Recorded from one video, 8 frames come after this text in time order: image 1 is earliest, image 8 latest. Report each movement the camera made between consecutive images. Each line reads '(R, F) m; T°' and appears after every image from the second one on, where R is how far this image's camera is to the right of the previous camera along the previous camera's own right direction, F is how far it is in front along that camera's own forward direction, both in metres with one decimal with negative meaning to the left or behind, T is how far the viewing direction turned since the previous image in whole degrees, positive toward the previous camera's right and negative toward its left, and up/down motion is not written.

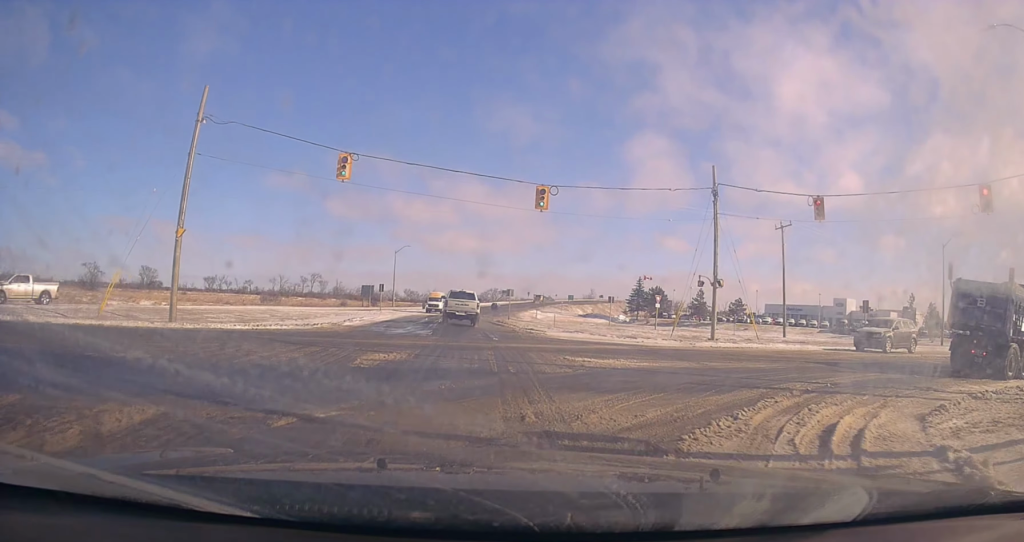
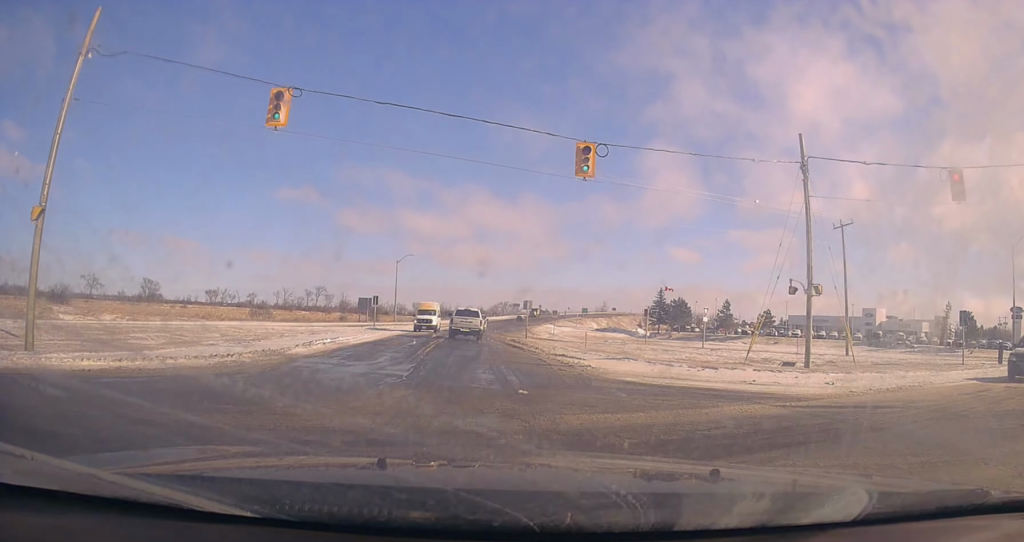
(-0.9, +8.7) m; -1°
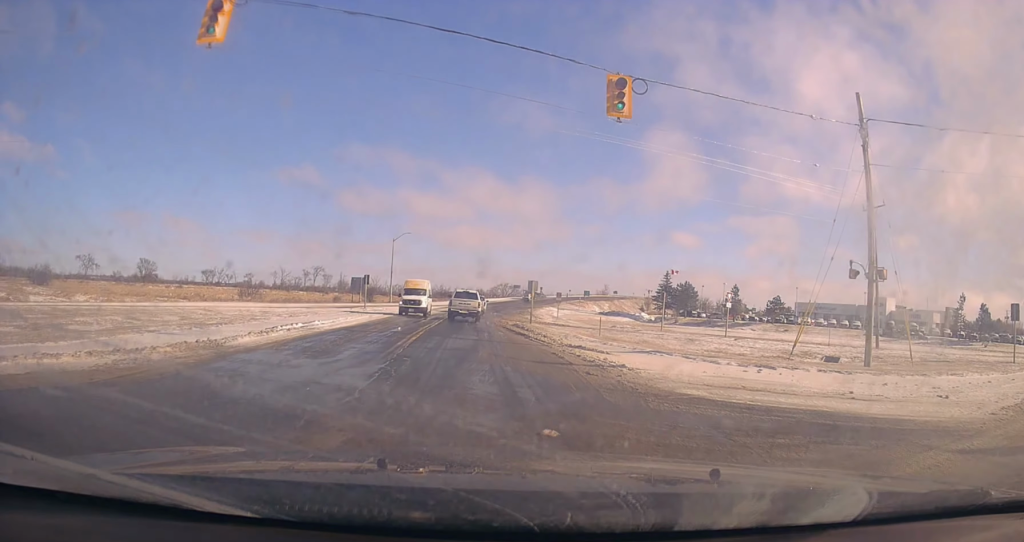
(+0.2, +4.1) m; +1°
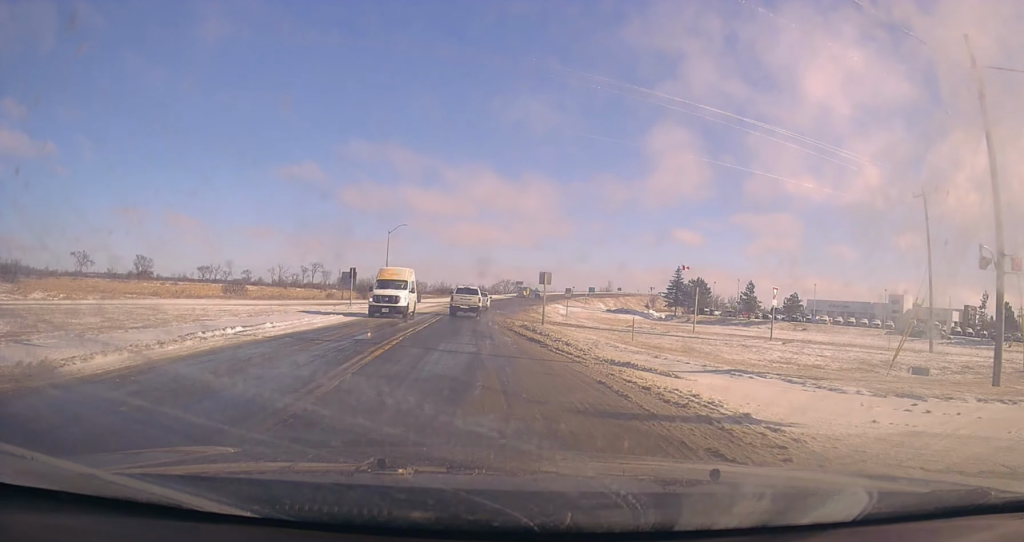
(+0.8, +5.8) m; +1°
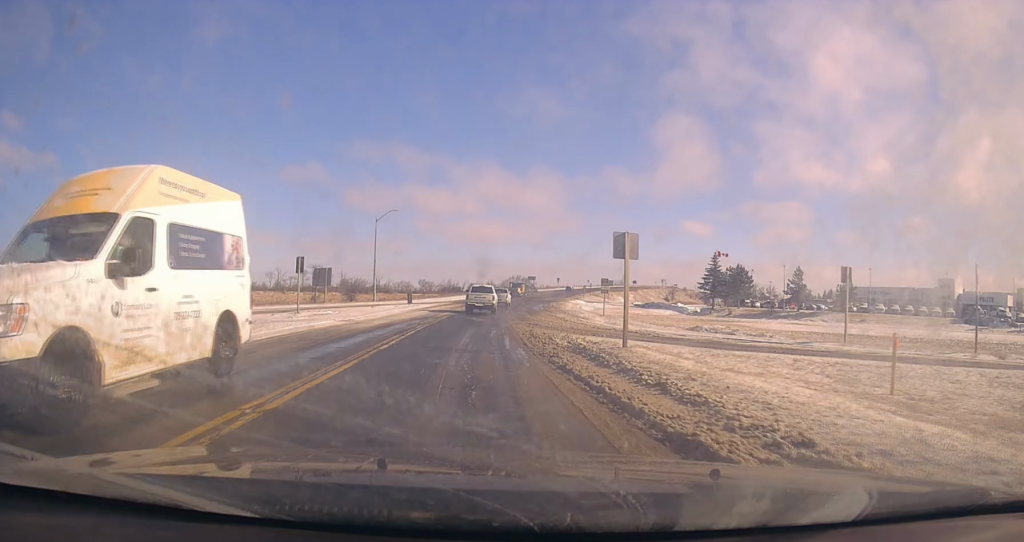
(-0.9, +15.0) m; -2°
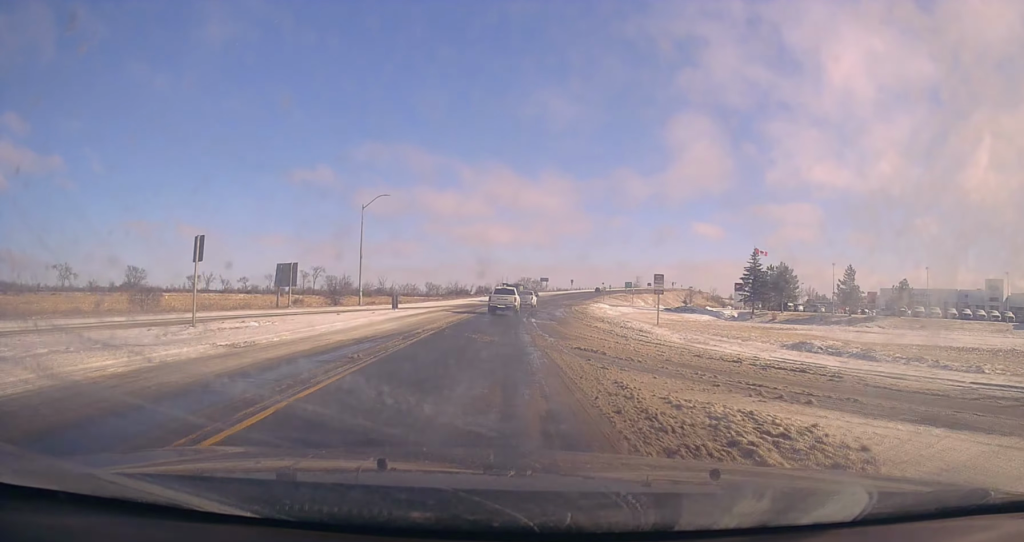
(+0.2, +12.6) m; 0°
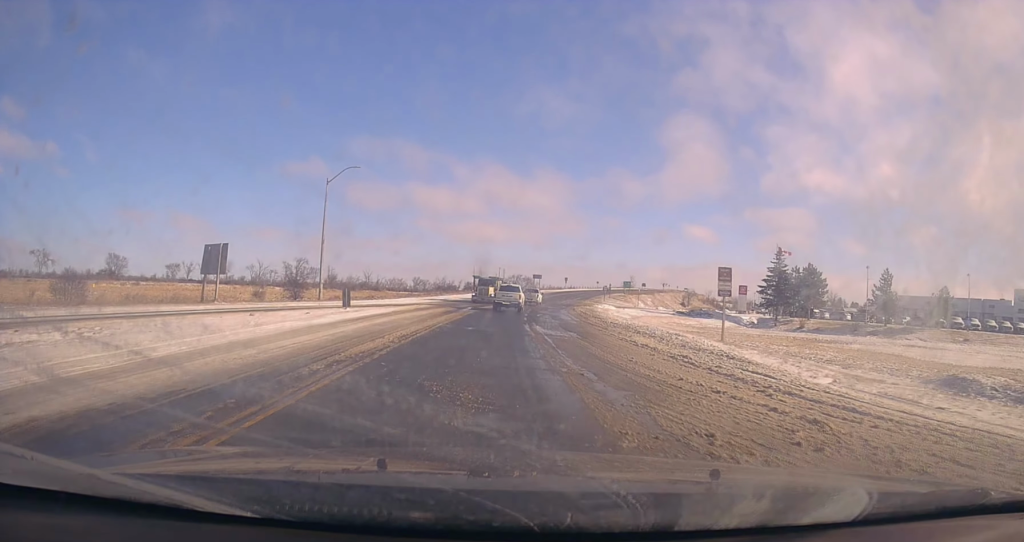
(-0.2, +11.3) m; 0°
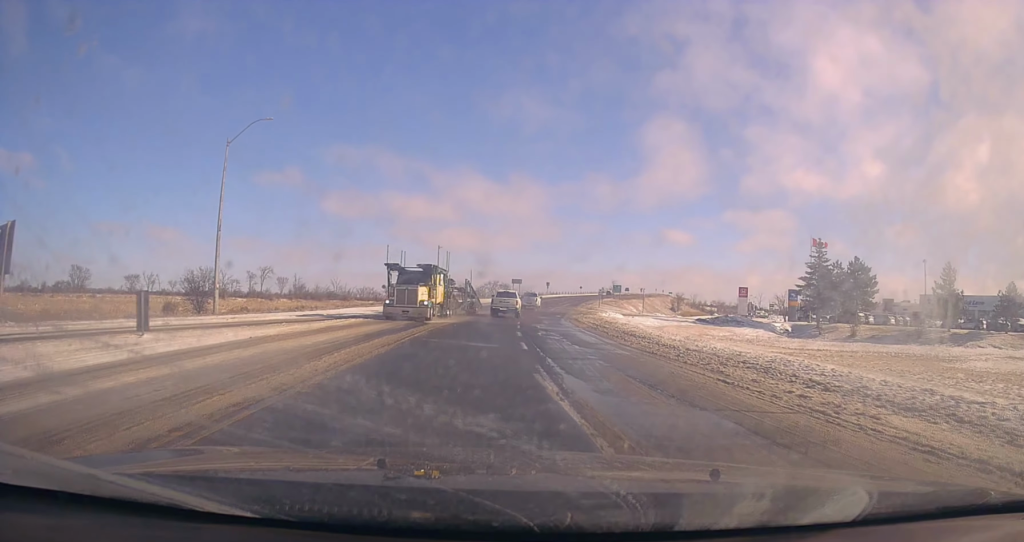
(+0.2, +16.6) m; +3°
